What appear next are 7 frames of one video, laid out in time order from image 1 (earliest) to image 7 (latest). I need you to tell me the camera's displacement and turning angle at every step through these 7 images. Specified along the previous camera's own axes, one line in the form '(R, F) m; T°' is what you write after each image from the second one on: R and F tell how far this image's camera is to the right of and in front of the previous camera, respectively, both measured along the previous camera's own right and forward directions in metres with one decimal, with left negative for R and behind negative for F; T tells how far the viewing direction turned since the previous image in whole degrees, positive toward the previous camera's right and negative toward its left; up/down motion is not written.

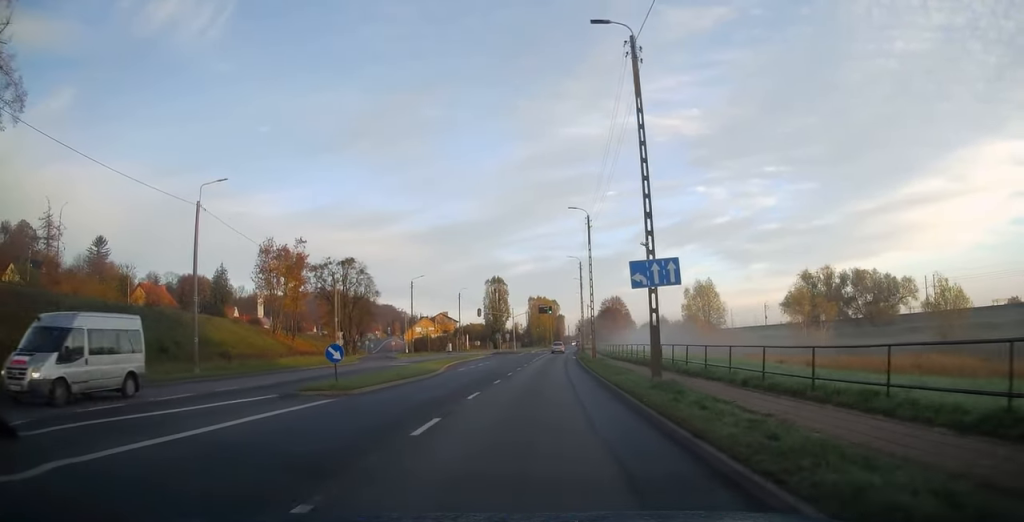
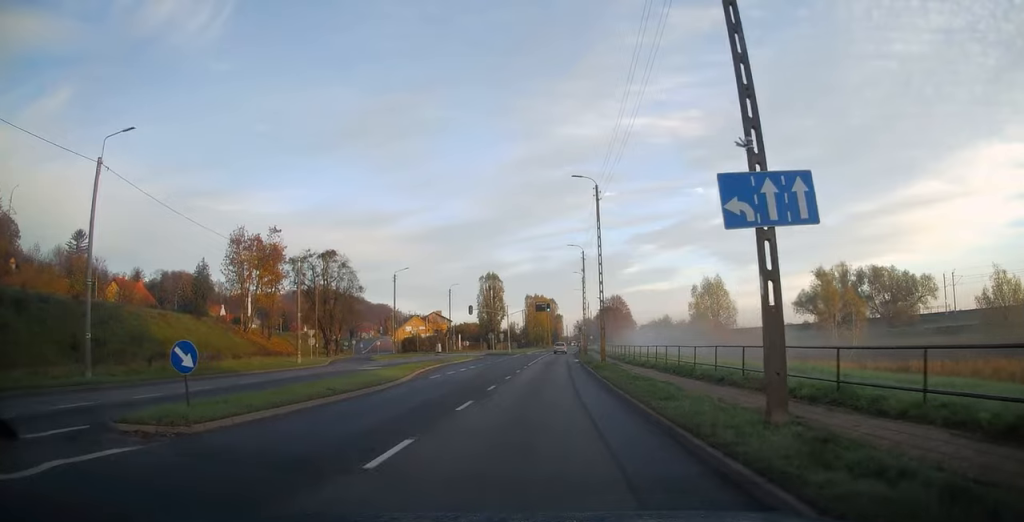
(0.0, +8.3) m; 0°
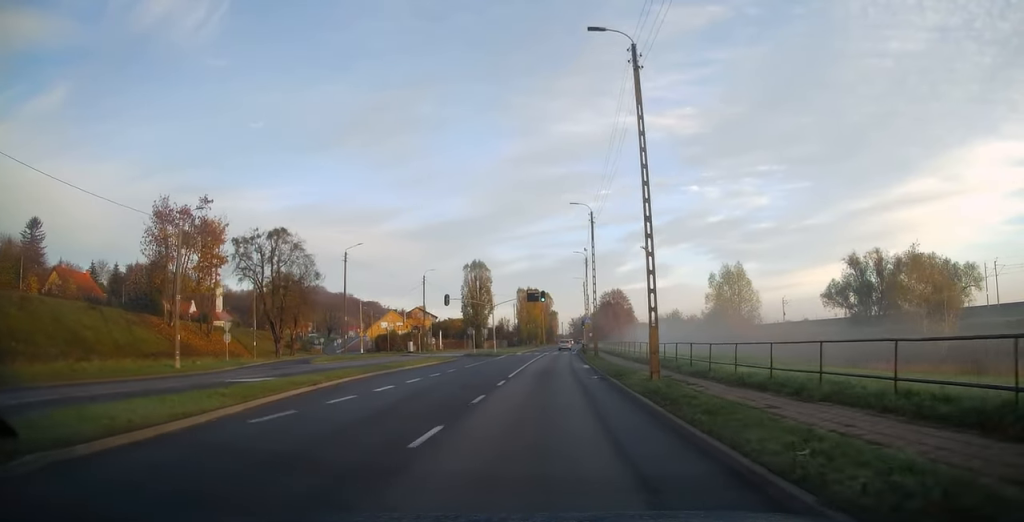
(+0.1, +16.6) m; +1°
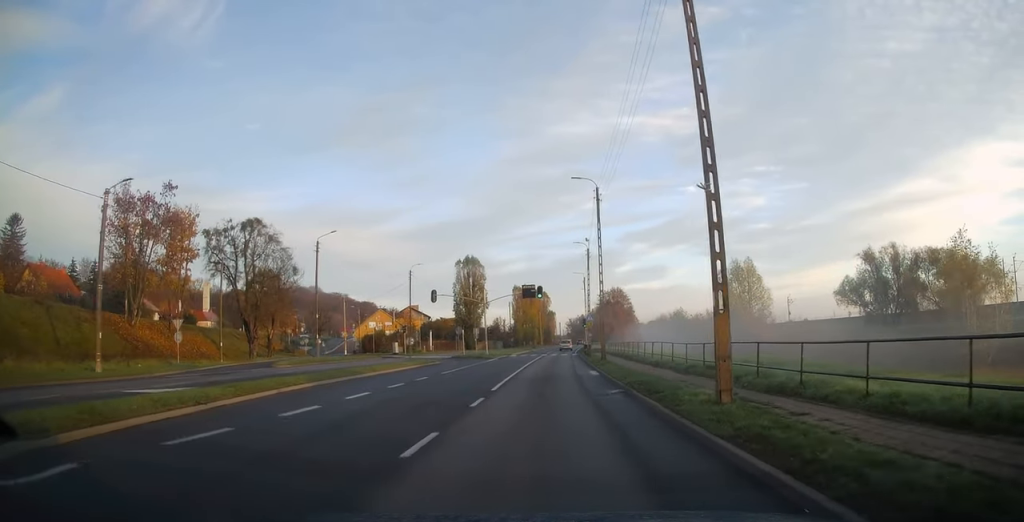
(0.0, +6.6) m; 0°
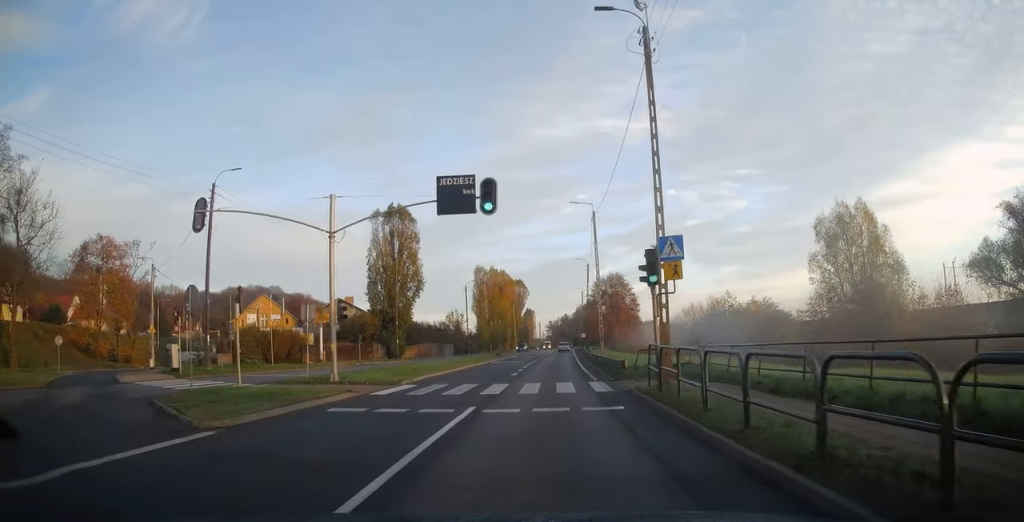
(+0.6, +42.9) m; +2°
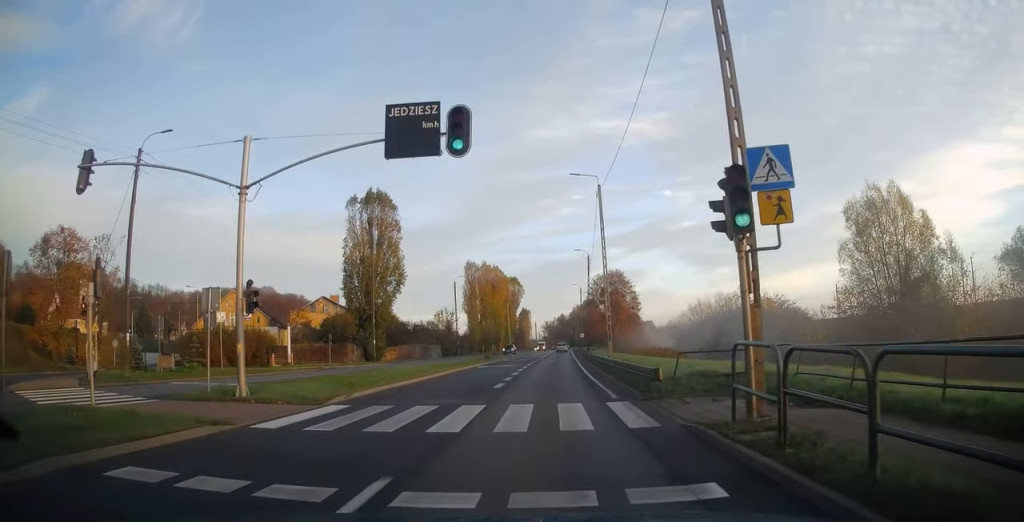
(0.0, +6.9) m; 0°
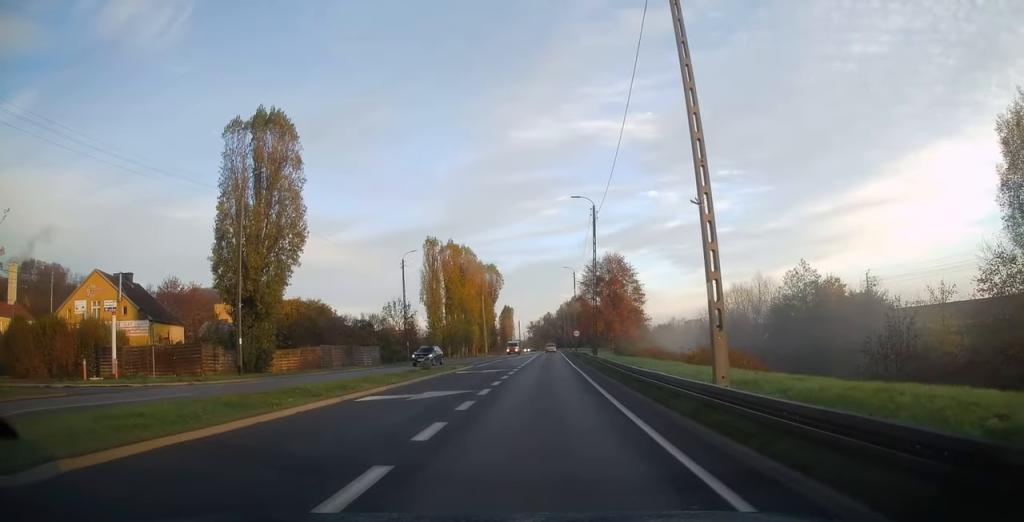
(+0.2, +22.2) m; +1°
